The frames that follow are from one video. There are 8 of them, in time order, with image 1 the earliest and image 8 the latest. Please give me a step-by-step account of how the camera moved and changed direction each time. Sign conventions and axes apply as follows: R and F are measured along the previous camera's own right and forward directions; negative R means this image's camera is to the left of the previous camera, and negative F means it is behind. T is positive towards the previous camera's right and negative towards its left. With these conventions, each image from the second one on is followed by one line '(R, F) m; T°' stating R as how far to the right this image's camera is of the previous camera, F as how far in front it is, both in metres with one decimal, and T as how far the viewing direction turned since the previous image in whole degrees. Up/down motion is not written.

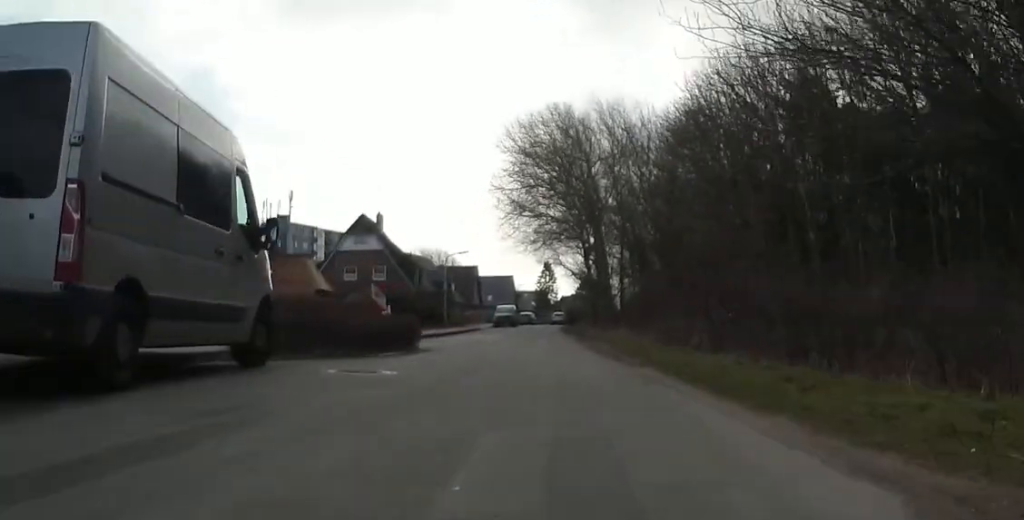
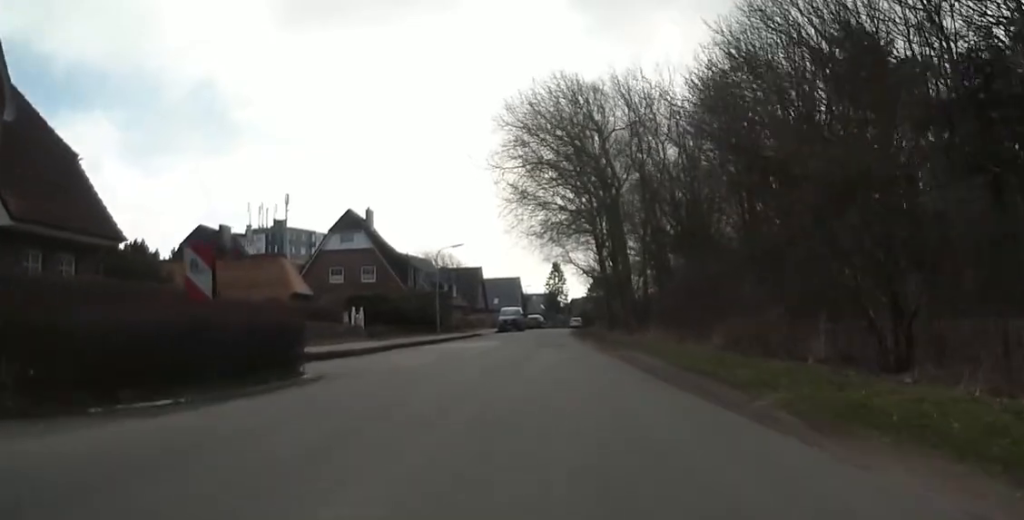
(-1.0, +7.6) m; -9°
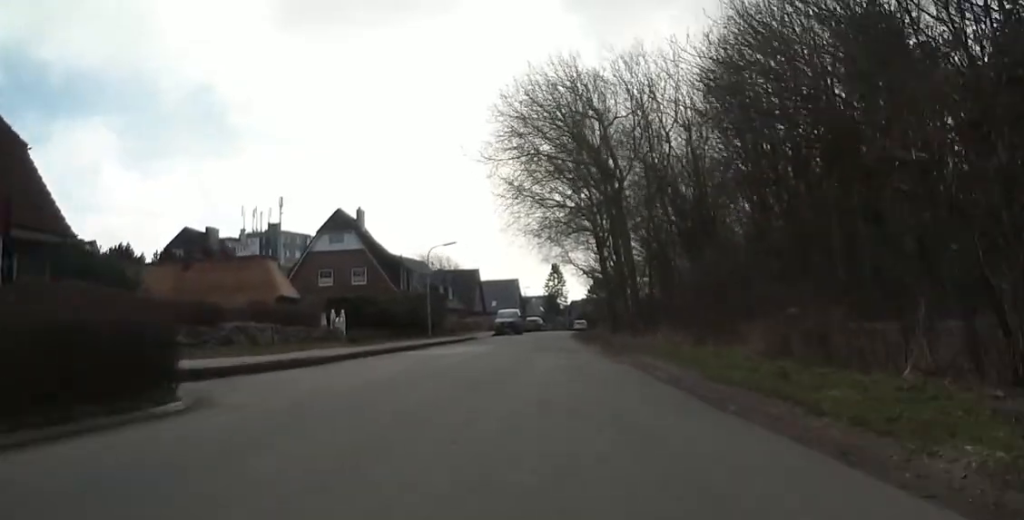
(-0.3, +2.8) m; +1°
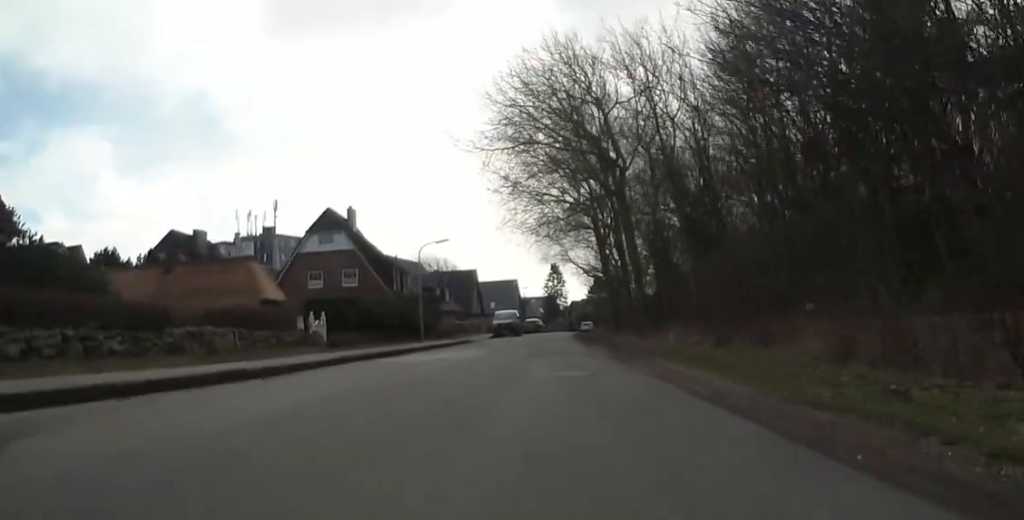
(+0.1, +2.5) m; +2°
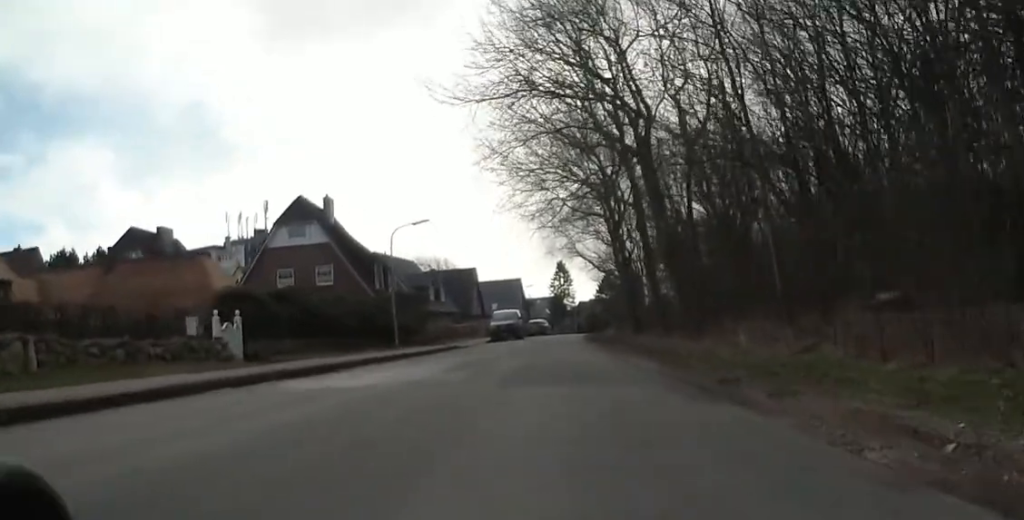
(+0.7, +8.2) m; +5°
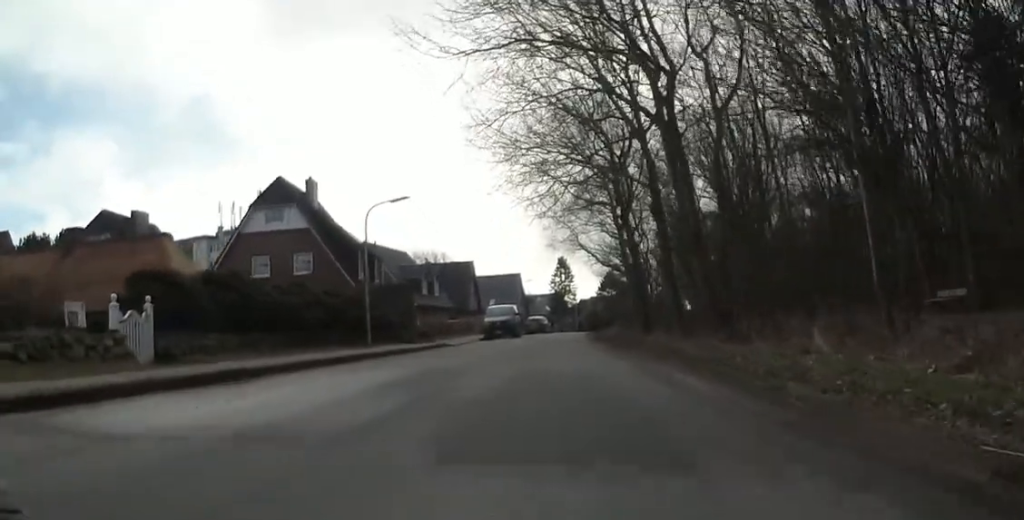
(0.0, +4.6) m; 0°
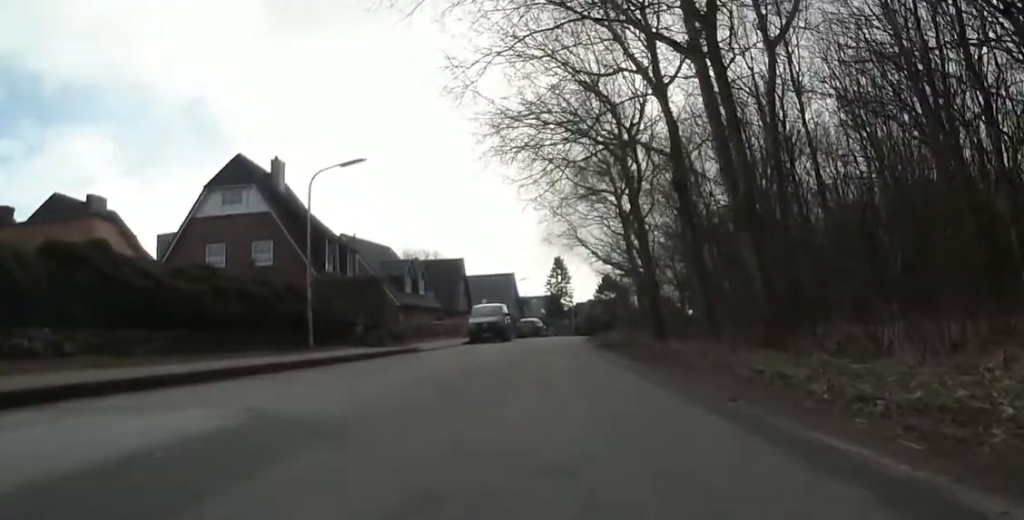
(0.0, +6.3) m; +2°
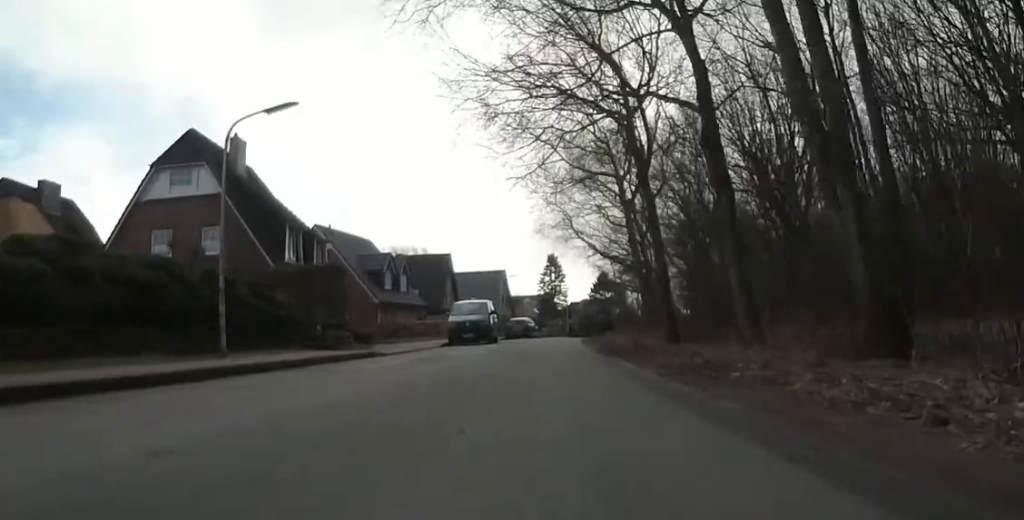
(0.0, +5.5) m; +5°
